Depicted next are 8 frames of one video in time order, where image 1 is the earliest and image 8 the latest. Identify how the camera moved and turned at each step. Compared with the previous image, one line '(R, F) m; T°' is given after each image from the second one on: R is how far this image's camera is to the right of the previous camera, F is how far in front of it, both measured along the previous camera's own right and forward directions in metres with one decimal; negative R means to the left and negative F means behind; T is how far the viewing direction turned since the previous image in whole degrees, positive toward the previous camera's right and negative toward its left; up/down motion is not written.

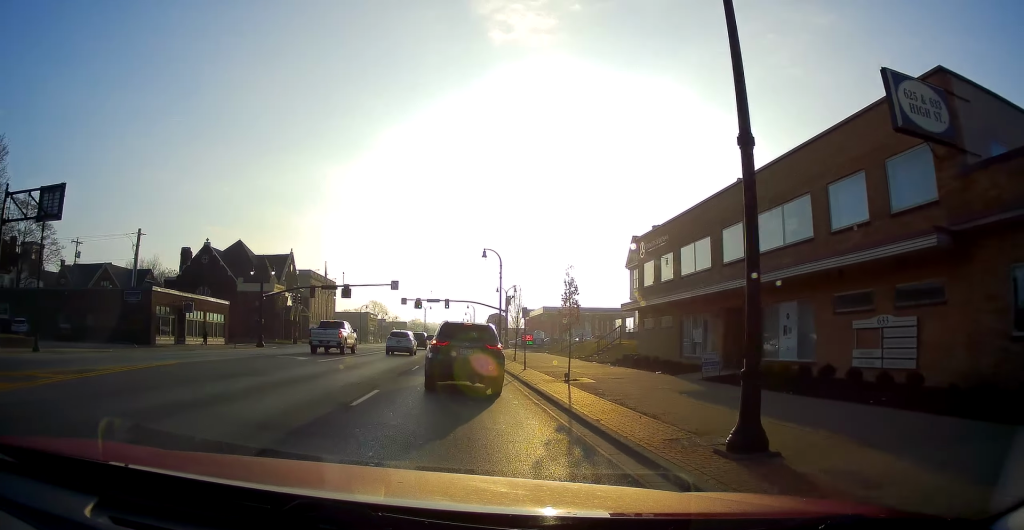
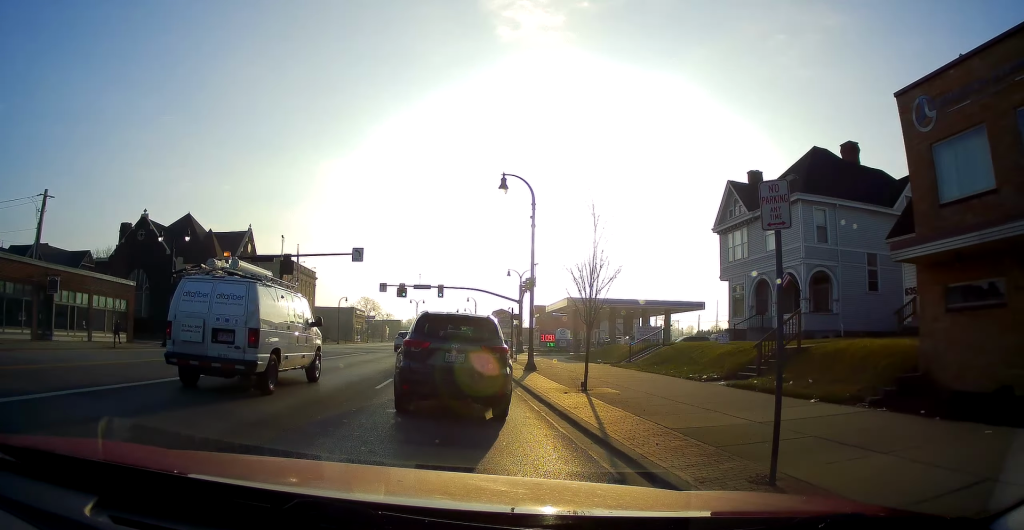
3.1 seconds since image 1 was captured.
(-1.3, +22.1) m; -4°
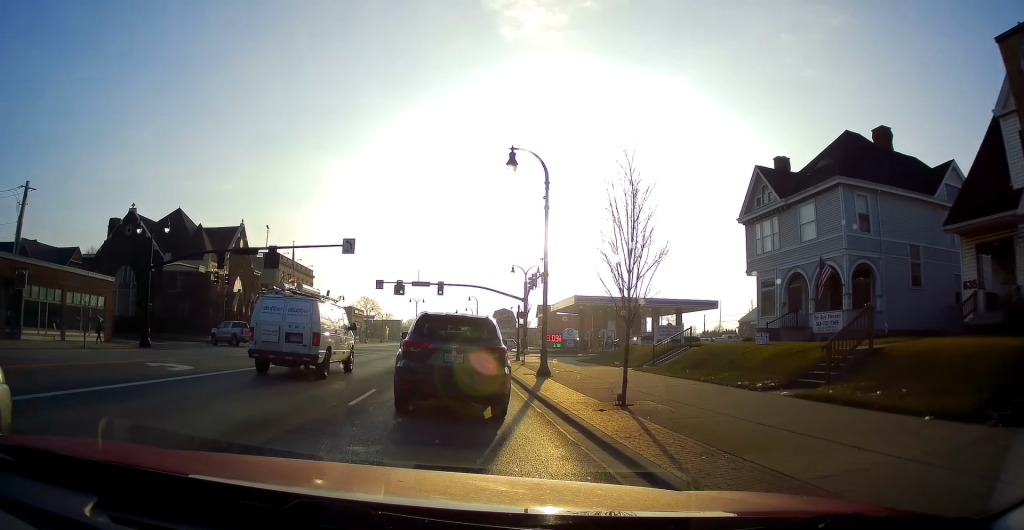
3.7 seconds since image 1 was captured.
(+0.3, +3.6) m; +2°
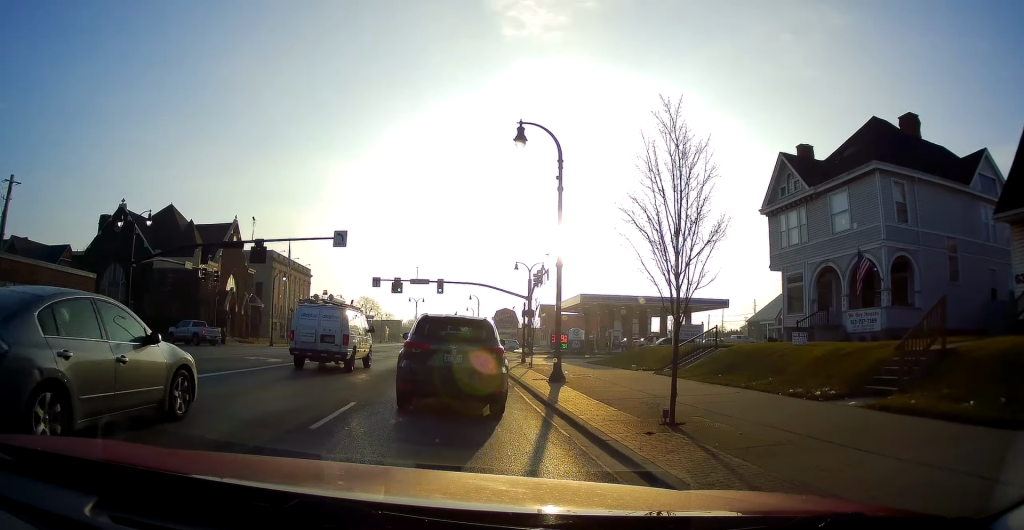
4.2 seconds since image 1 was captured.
(0.0, +2.7) m; +2°
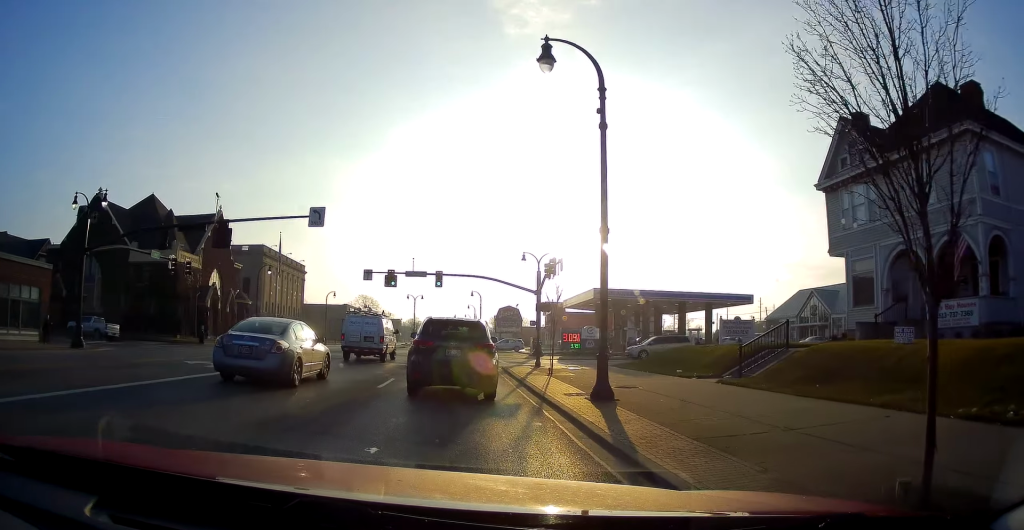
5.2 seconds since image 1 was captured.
(+0.1, +5.6) m; +4°
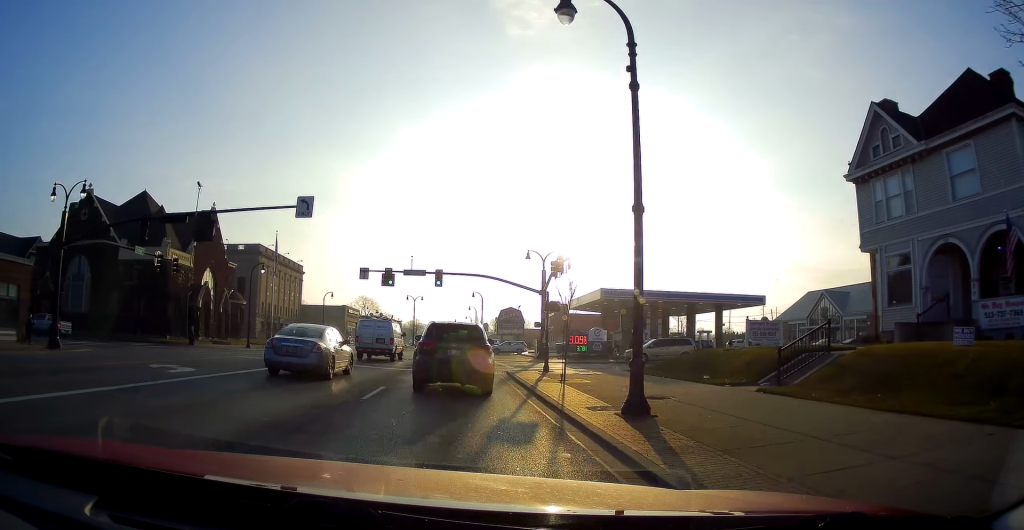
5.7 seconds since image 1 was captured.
(+0.3, +2.4) m; 0°
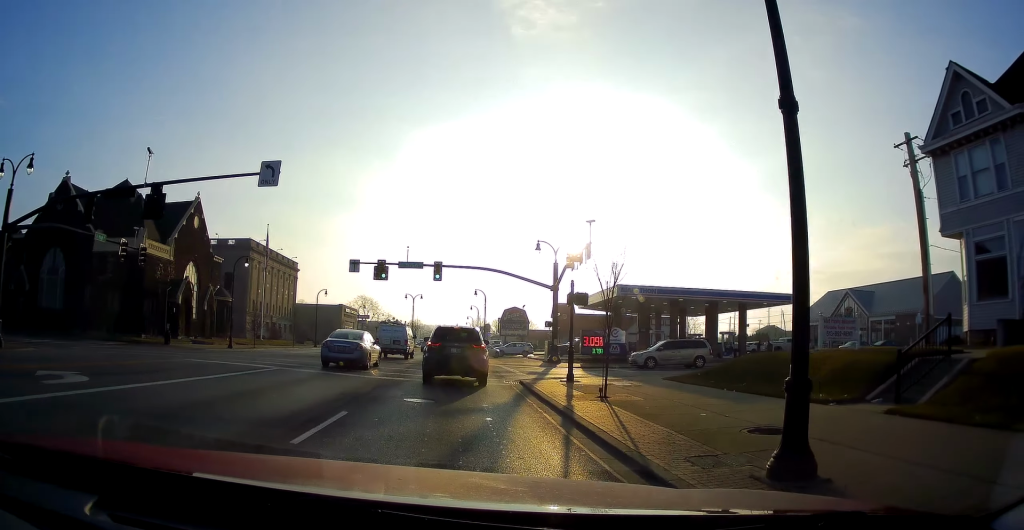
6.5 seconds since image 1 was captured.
(-0.3, +5.2) m; -3°
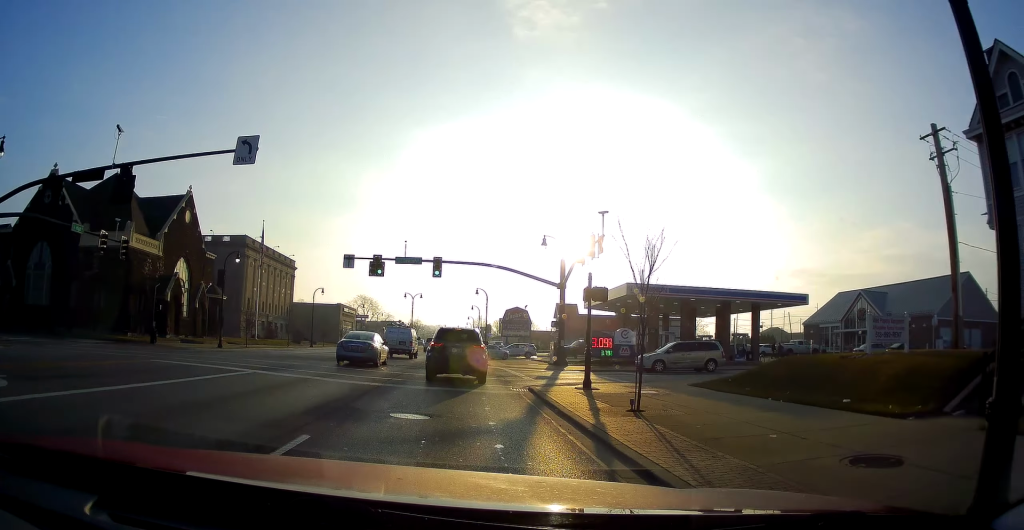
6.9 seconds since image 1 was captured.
(-0.1, +2.5) m; -1°
